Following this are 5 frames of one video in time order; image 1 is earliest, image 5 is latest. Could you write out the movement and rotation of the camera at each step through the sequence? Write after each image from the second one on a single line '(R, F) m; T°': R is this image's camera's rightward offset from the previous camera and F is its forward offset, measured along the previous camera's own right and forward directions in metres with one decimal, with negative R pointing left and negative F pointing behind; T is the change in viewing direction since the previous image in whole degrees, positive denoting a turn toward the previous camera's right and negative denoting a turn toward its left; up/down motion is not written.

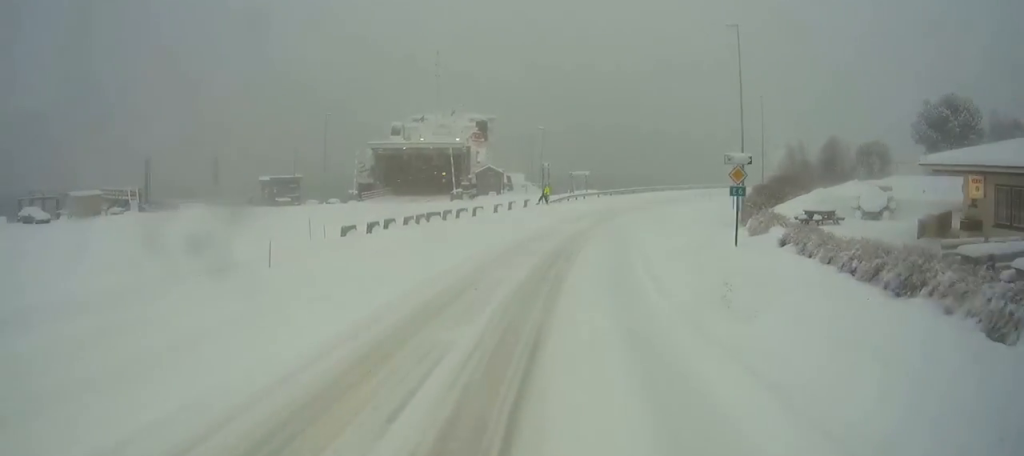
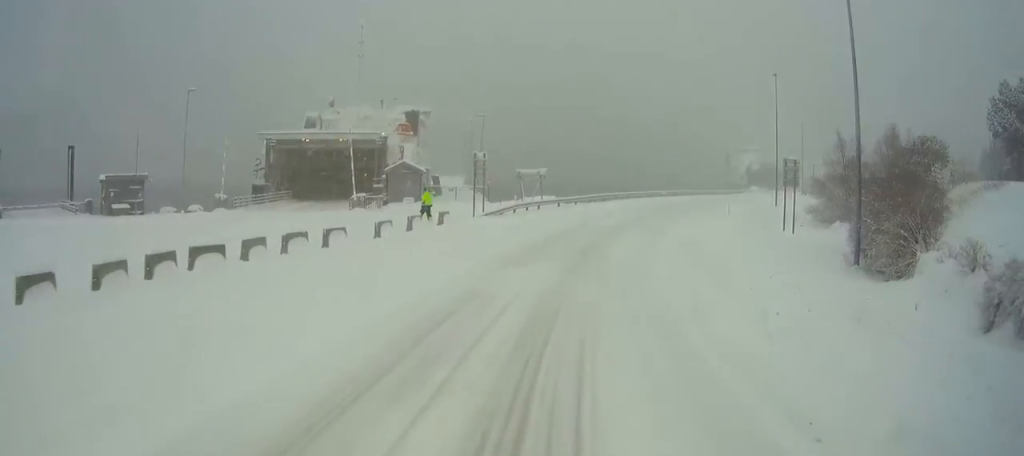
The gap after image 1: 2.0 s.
(+0.3, +21.6) m; +3°
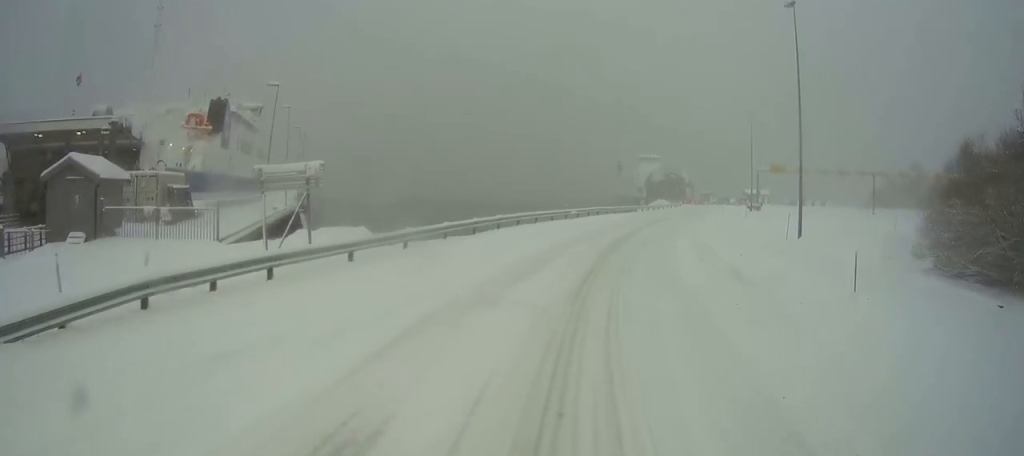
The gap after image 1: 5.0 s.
(+2.3, +30.8) m; +8°
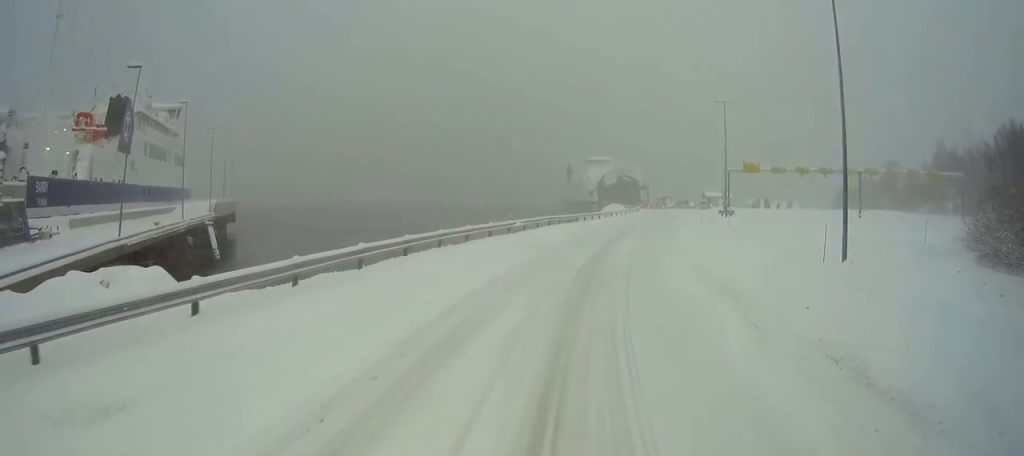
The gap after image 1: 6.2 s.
(+0.4, +11.8) m; +3°
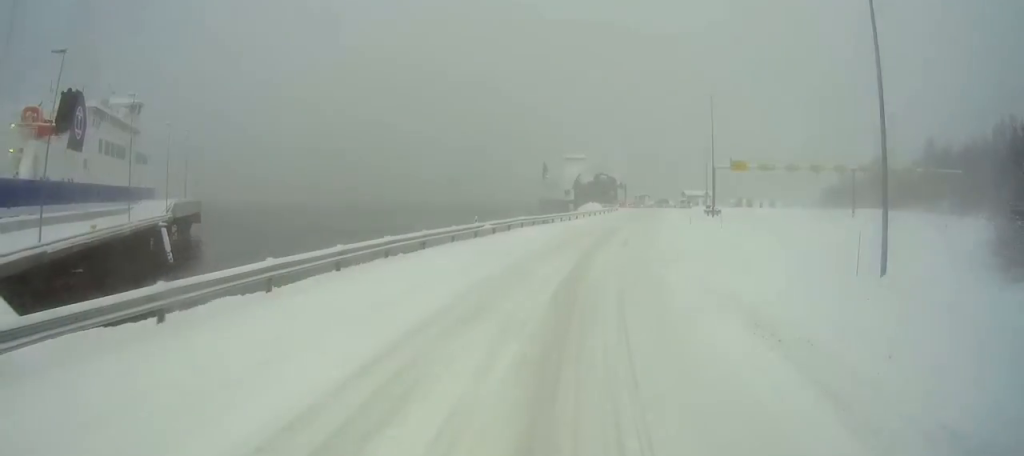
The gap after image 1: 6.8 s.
(0.0, +5.1) m; +2°
